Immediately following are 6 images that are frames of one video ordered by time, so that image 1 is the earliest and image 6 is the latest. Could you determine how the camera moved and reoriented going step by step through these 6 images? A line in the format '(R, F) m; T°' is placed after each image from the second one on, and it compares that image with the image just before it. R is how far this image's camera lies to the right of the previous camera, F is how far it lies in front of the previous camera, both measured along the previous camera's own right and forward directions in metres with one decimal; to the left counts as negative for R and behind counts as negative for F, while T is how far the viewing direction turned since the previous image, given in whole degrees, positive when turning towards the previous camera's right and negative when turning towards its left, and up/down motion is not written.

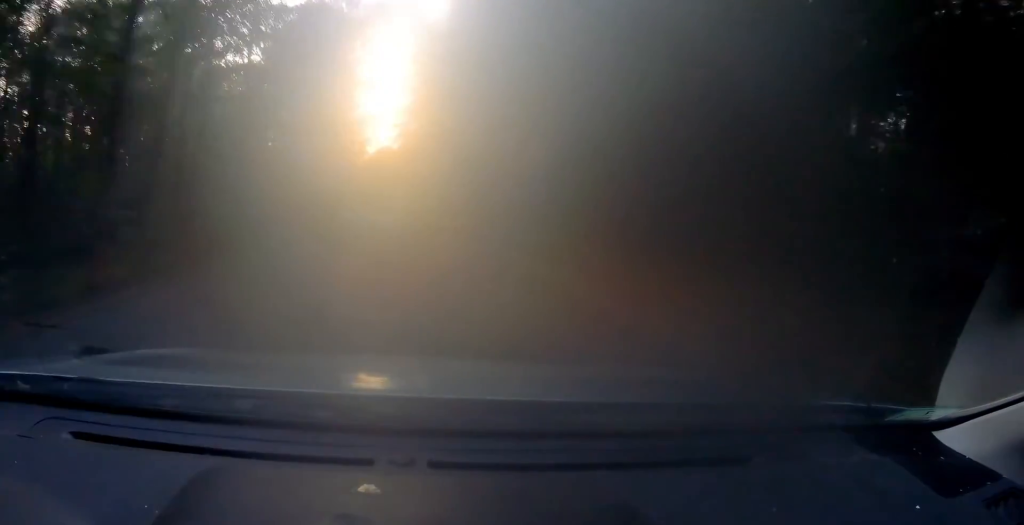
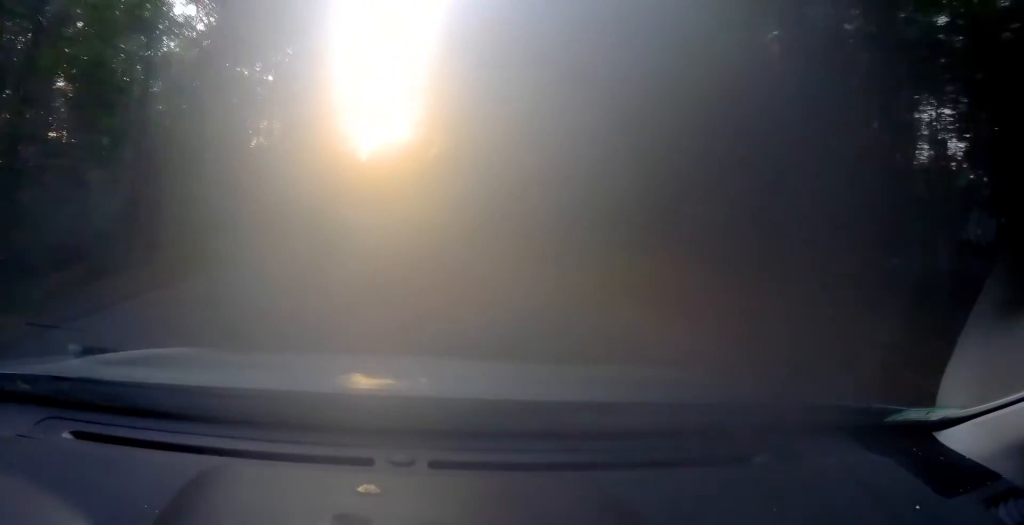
(-0.2, +12.1) m; -2°
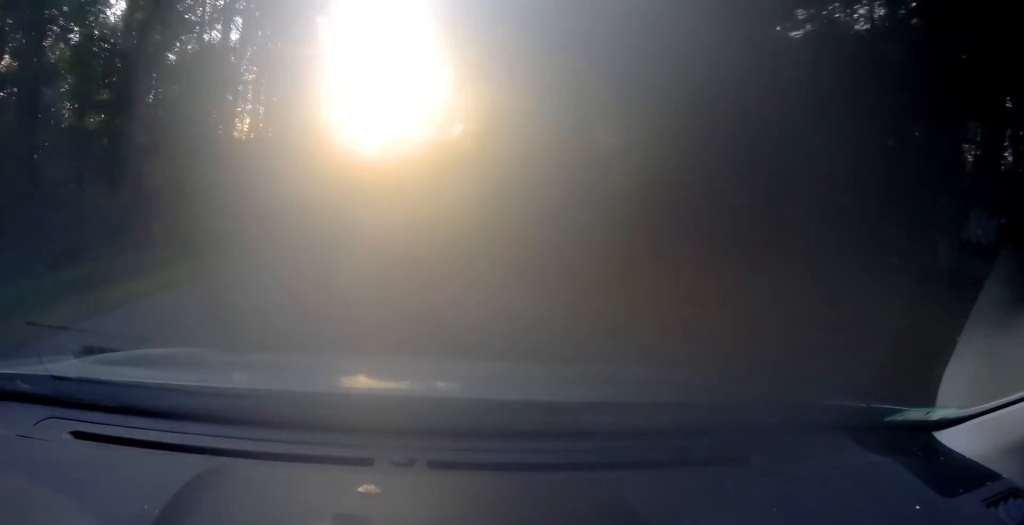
(-0.2, +14.4) m; -3°
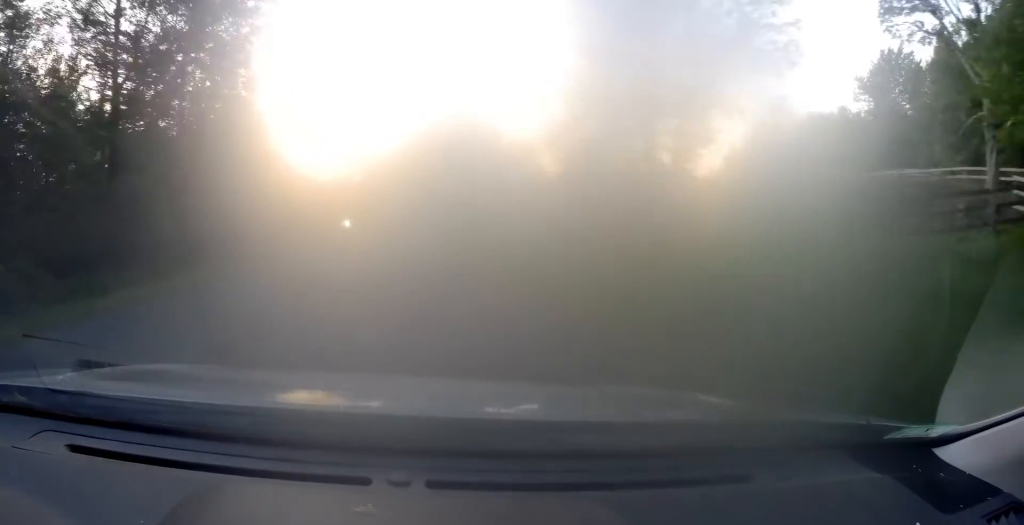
(-3.5, +57.1) m; -5°
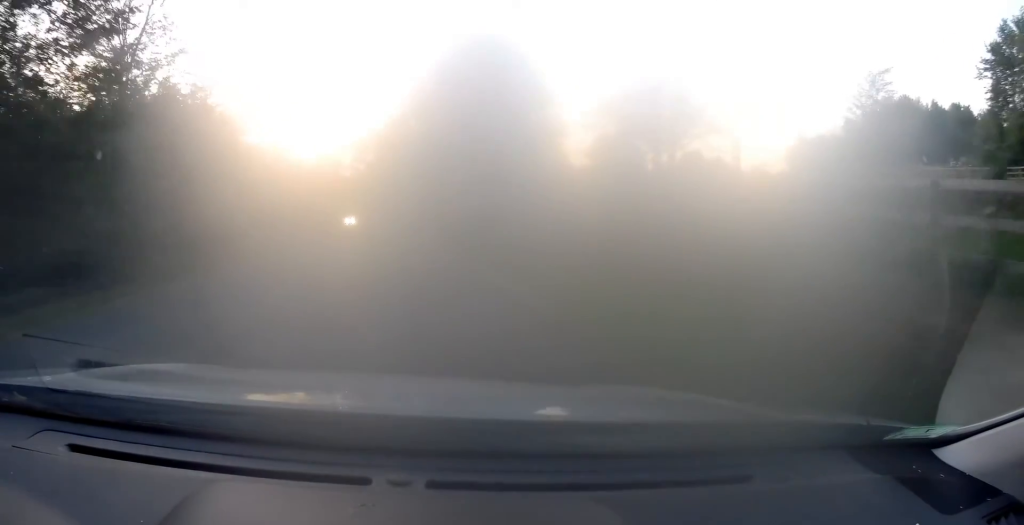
(+0.1, +20.8) m; 0°
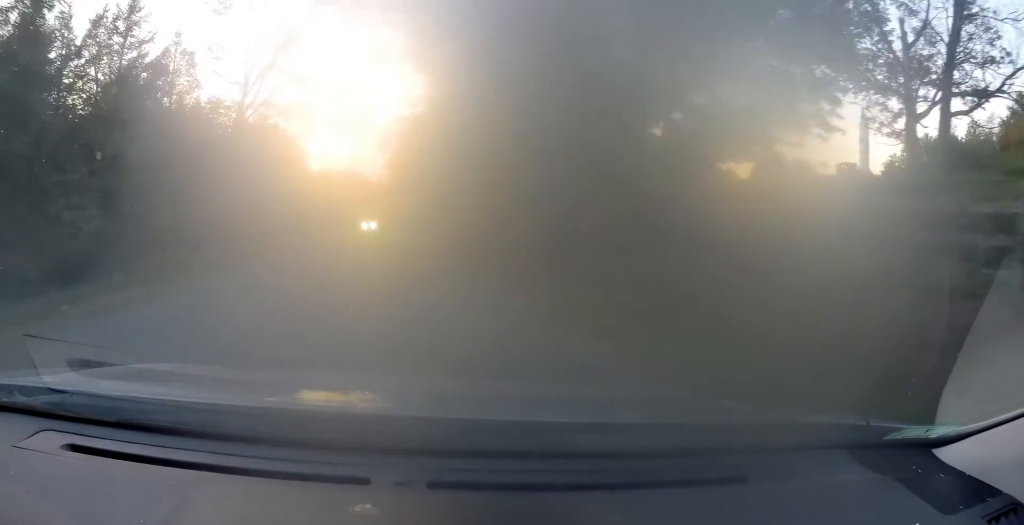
(+0.2, +29.1) m; +1°
